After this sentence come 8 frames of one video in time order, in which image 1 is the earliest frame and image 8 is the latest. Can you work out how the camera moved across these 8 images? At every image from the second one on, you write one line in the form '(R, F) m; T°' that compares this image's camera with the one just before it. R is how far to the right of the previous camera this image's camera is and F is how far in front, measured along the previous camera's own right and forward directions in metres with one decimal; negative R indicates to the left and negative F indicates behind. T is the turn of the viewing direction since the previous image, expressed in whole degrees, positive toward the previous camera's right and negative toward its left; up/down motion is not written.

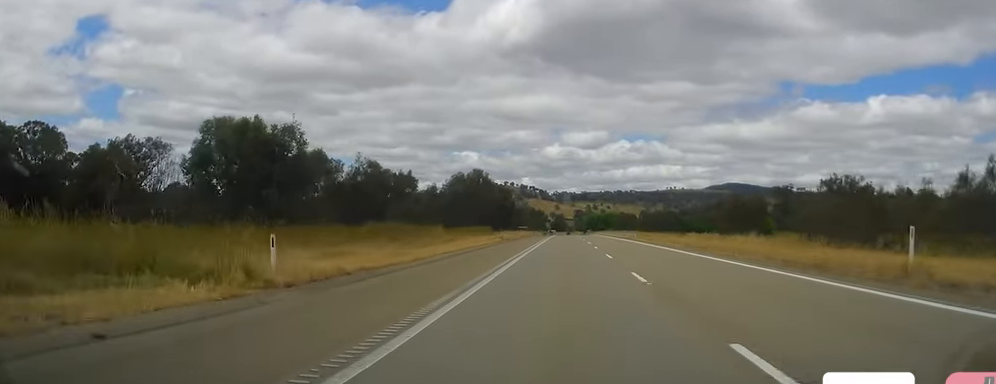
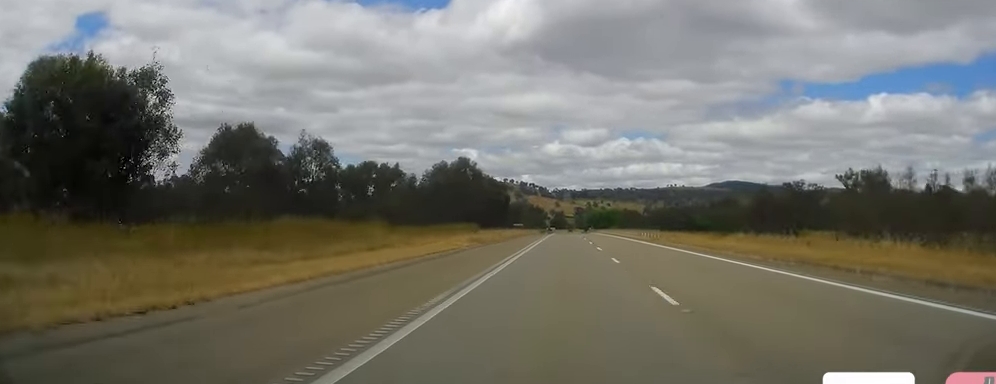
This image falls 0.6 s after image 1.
(-0.2, +17.0) m; 0°
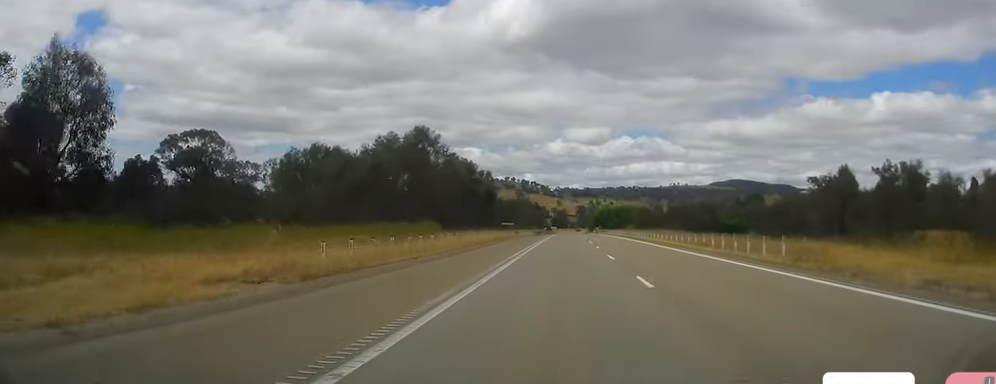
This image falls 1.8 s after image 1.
(+0.1, +33.2) m; +1°
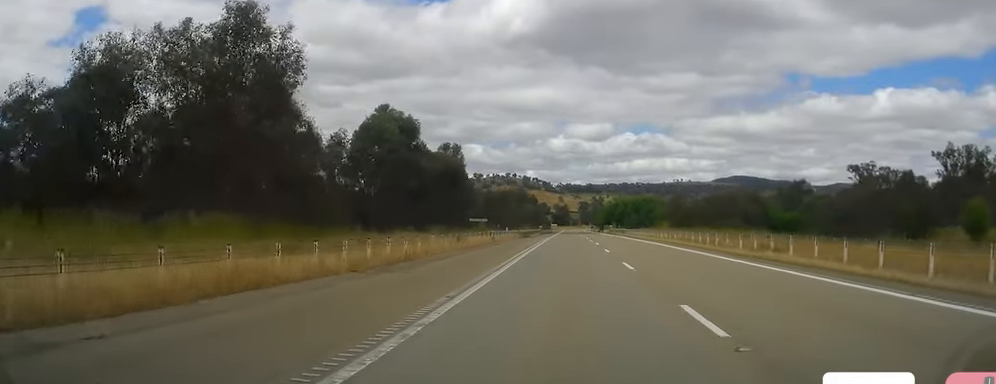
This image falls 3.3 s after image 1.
(+0.1, +42.7) m; -1°
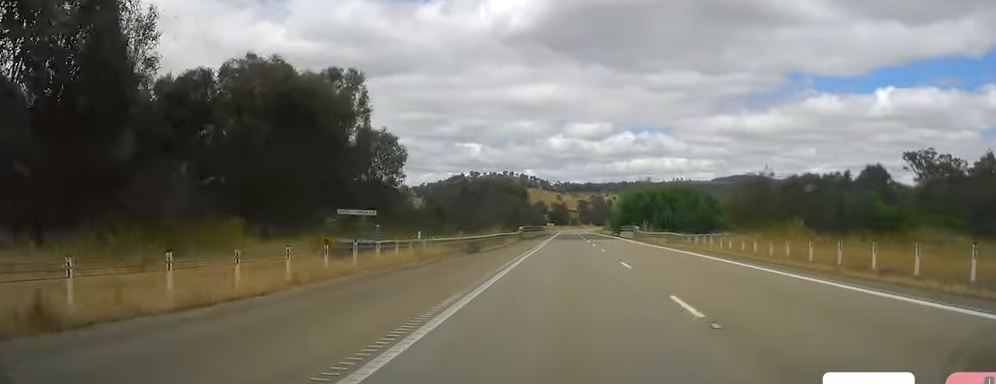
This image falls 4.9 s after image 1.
(-0.3, +46.8) m; +1°
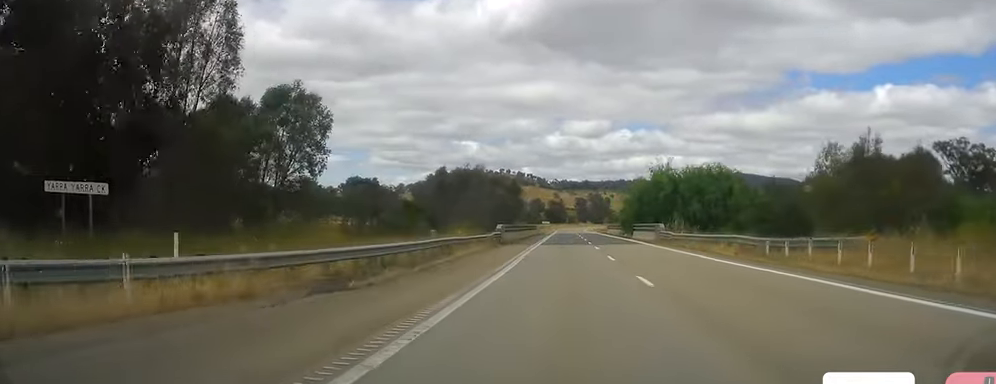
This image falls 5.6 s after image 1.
(0.0, +21.1) m; 0°
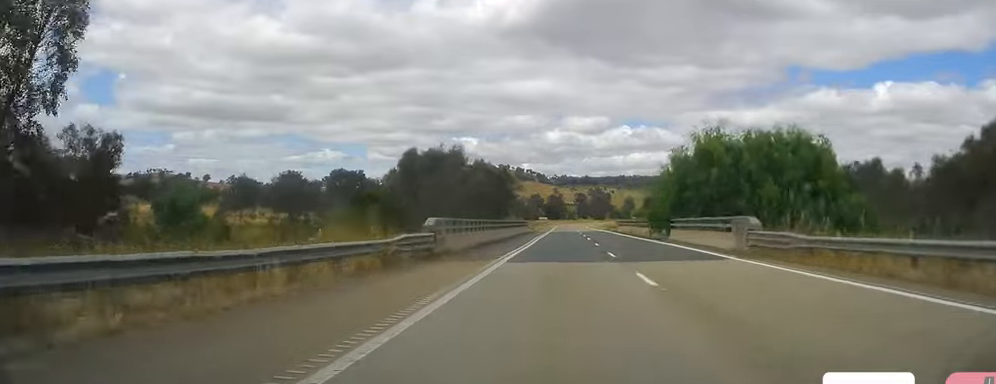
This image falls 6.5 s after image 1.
(0.0, +25.9) m; -1°
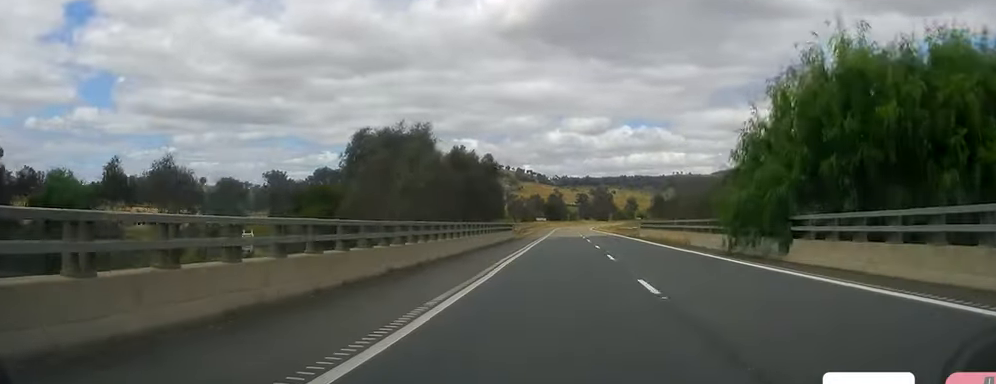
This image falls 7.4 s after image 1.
(-0.2, +24.9) m; -1°
